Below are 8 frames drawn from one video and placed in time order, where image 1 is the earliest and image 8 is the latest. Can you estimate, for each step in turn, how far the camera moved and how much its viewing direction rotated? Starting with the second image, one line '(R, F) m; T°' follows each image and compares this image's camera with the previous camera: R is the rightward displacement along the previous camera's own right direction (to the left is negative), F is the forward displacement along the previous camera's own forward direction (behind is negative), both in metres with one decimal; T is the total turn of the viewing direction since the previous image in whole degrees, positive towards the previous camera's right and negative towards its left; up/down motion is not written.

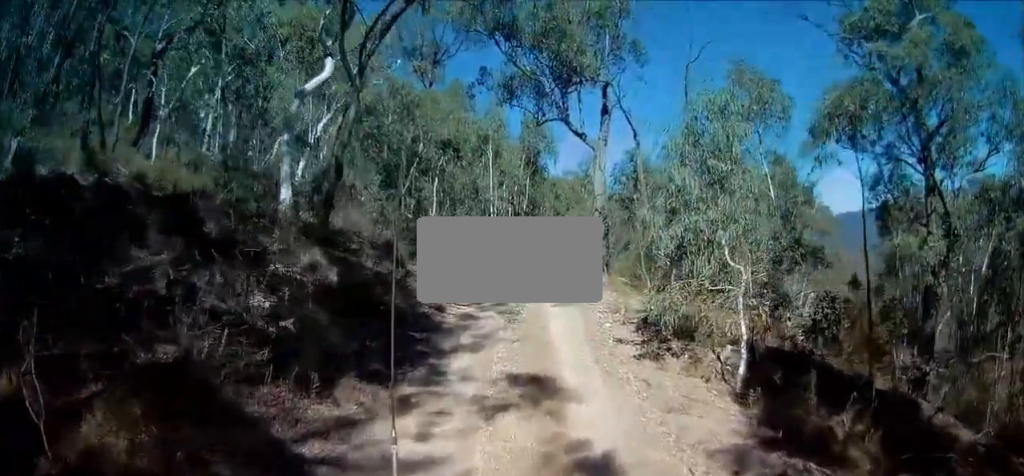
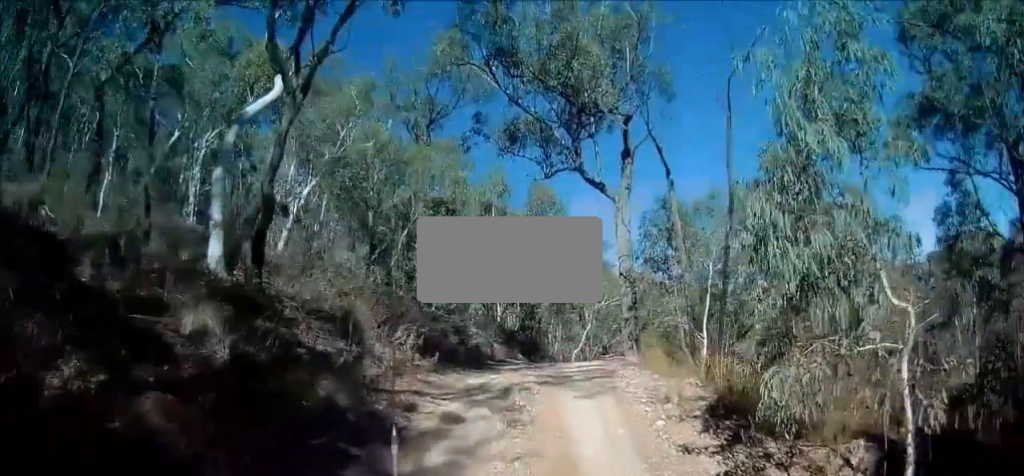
(-0.6, +3.3) m; -3°
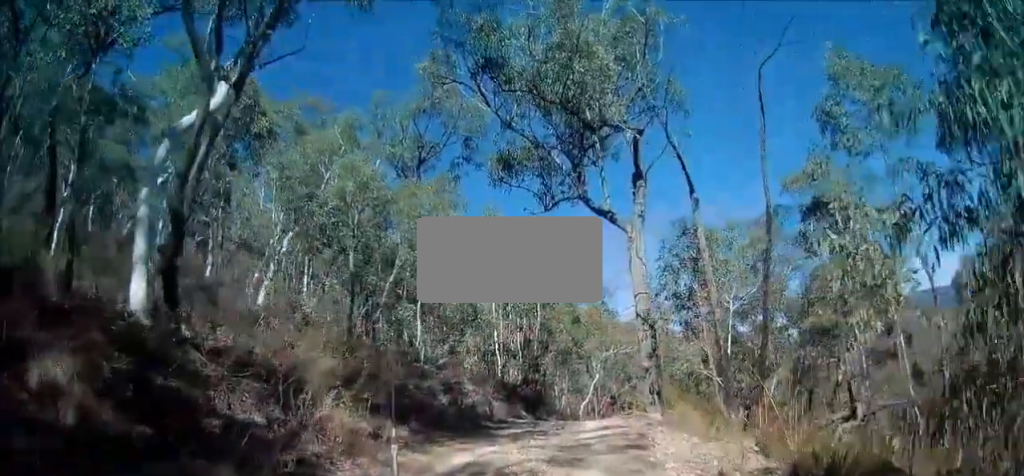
(0.0, +2.1) m; +10°
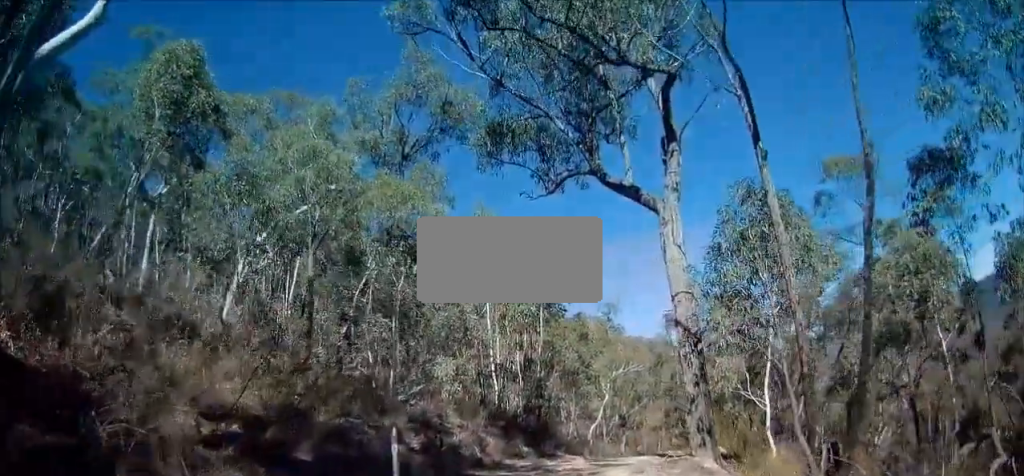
(+0.7, +3.4) m; +6°
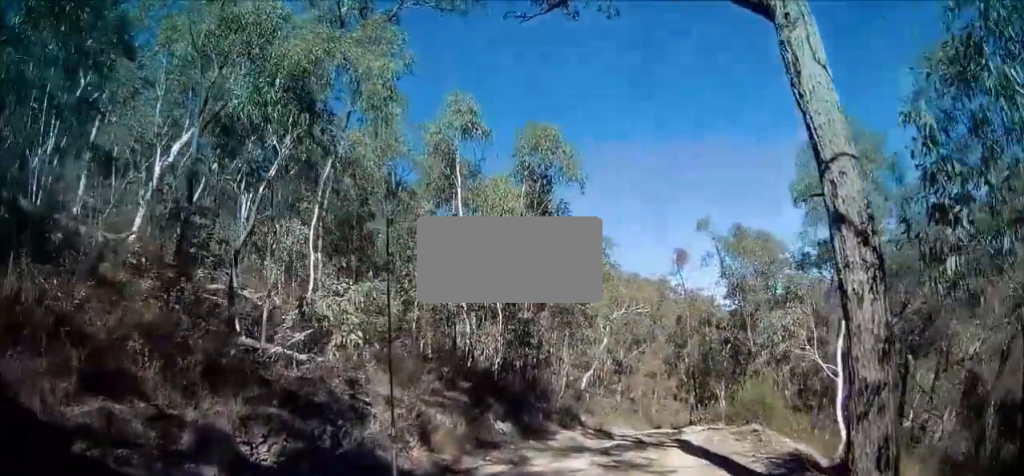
(0.0, +5.6) m; +3°
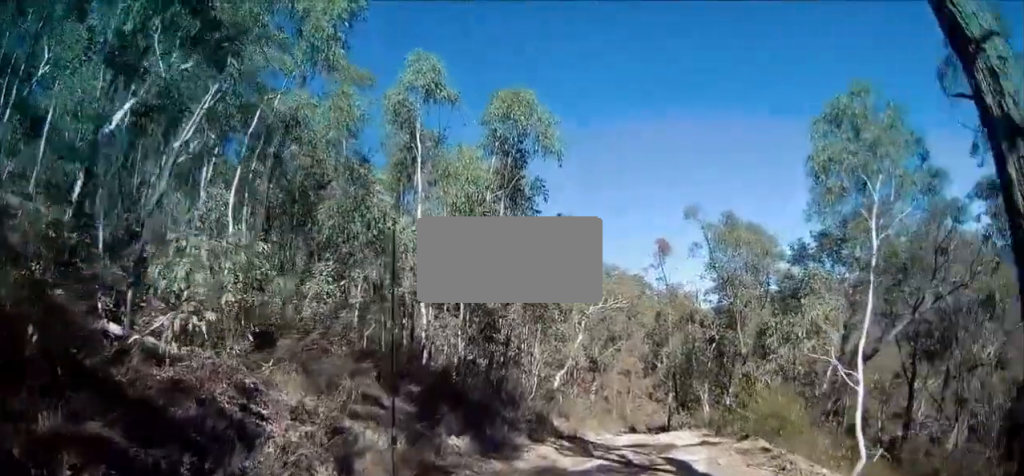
(+0.2, +2.1) m; 0°
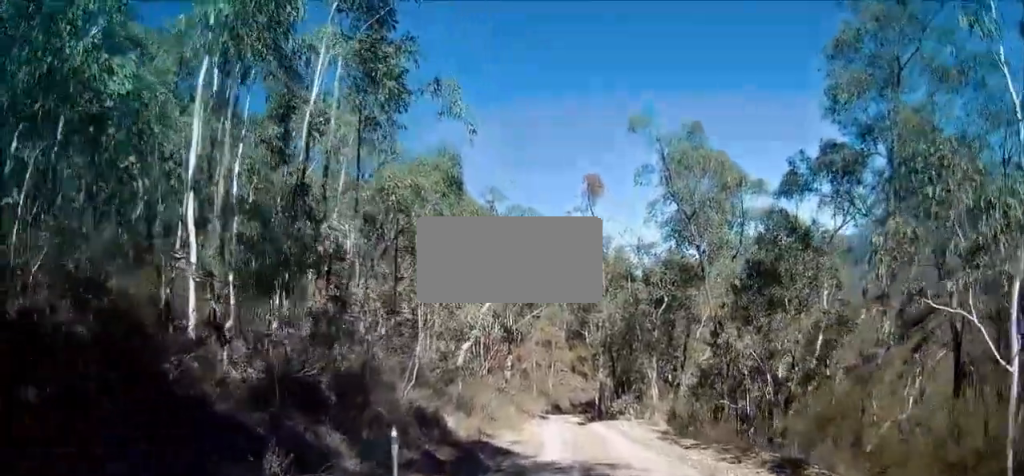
(-0.1, +6.3) m; +7°
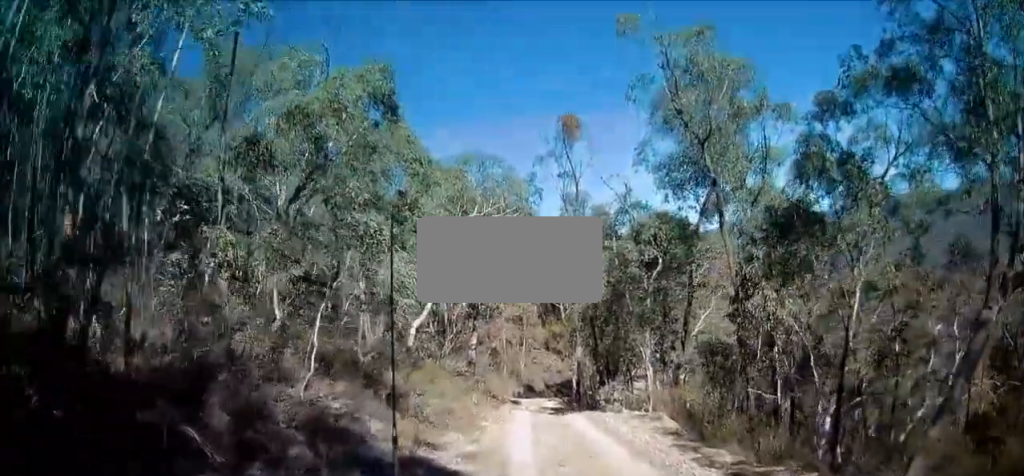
(+0.2, +4.5) m; +3°
